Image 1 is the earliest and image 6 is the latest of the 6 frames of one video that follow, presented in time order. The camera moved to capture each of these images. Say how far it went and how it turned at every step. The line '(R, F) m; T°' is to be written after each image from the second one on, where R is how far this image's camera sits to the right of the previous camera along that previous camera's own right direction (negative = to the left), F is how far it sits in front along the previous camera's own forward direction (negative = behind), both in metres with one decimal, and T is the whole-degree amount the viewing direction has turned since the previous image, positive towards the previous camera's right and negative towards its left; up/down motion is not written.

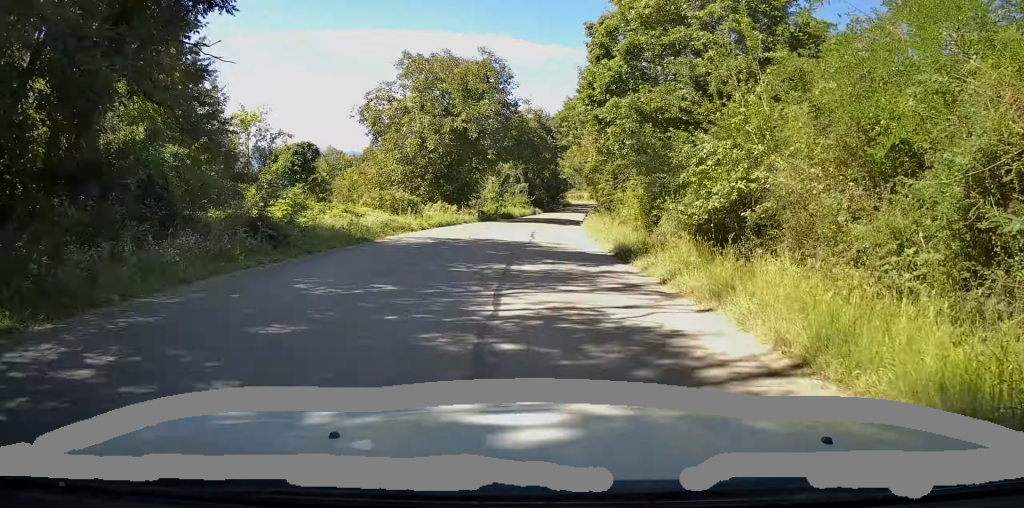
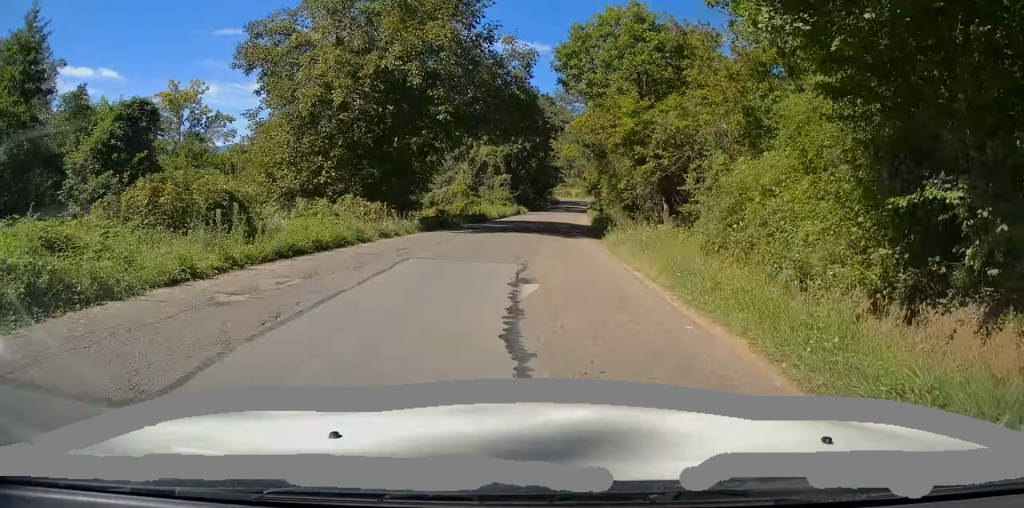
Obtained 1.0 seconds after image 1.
(0.0, +17.1) m; +2°
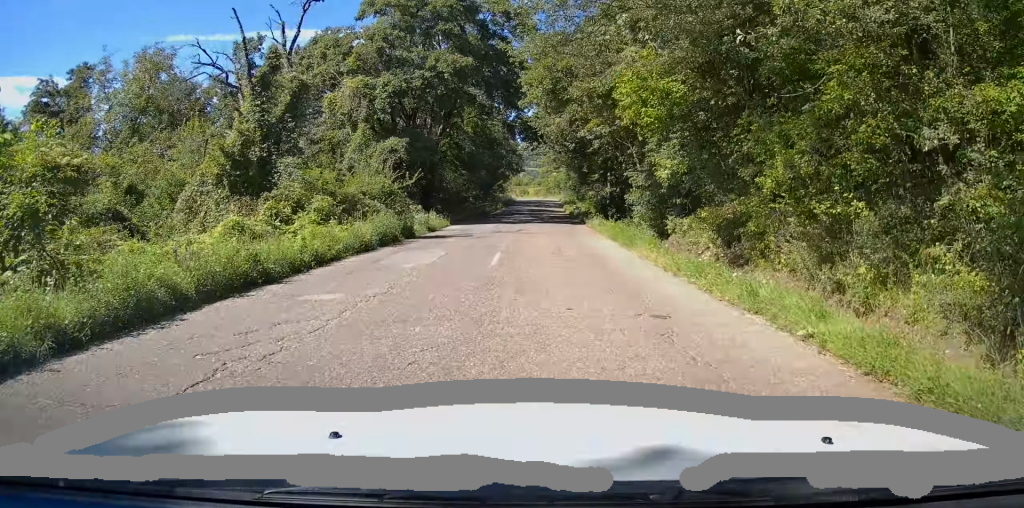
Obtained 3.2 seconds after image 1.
(+2.4, +39.0) m; +5°
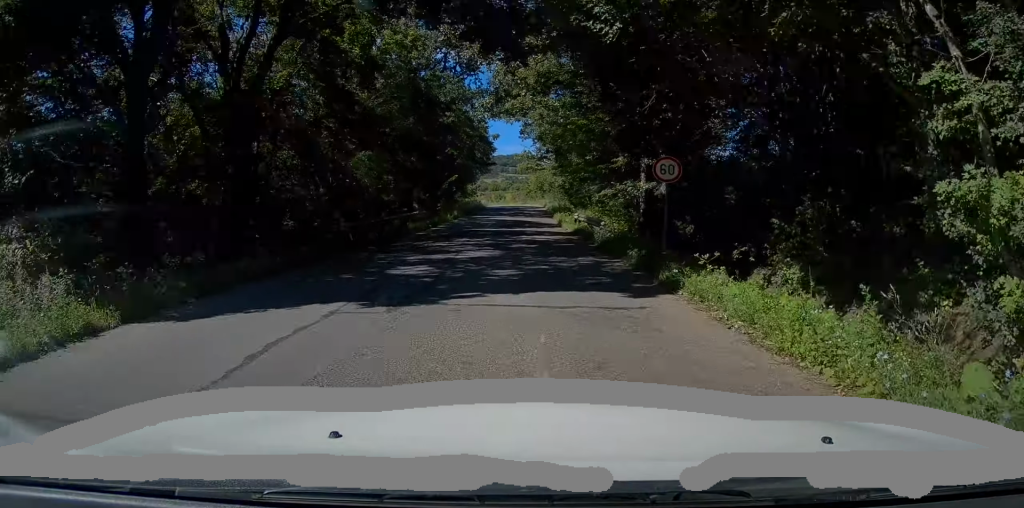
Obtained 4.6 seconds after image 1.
(-0.1, +22.9) m; +1°
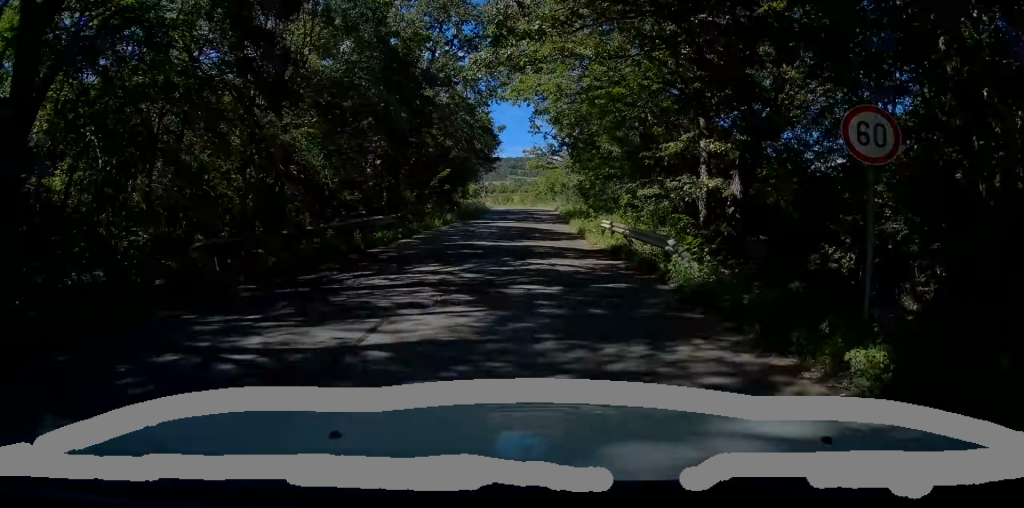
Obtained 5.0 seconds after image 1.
(+0.2, +7.8) m; 0°
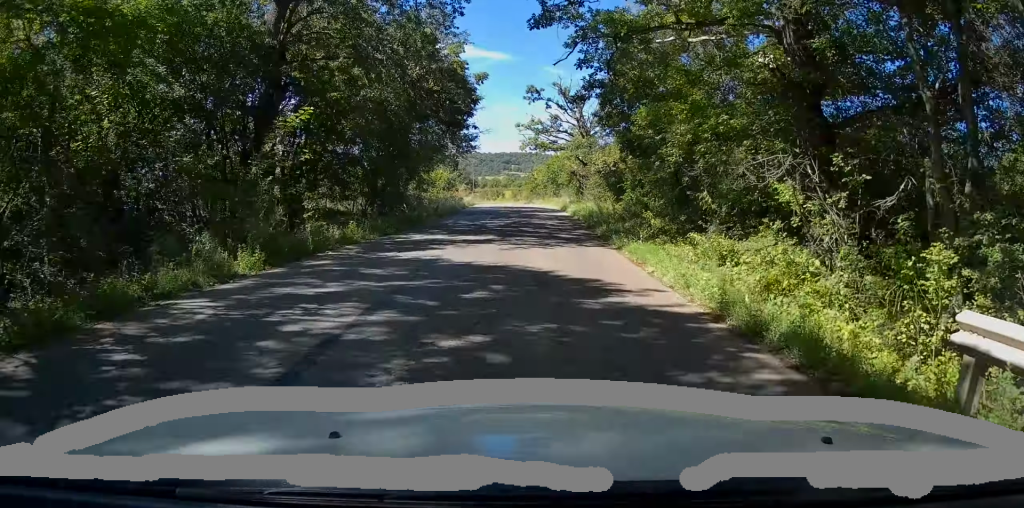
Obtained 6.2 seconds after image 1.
(0.0, +18.7) m; 0°
